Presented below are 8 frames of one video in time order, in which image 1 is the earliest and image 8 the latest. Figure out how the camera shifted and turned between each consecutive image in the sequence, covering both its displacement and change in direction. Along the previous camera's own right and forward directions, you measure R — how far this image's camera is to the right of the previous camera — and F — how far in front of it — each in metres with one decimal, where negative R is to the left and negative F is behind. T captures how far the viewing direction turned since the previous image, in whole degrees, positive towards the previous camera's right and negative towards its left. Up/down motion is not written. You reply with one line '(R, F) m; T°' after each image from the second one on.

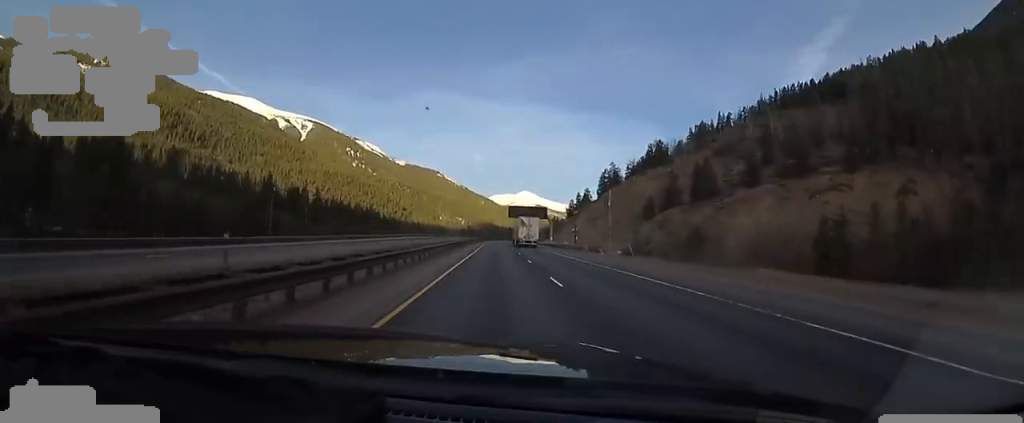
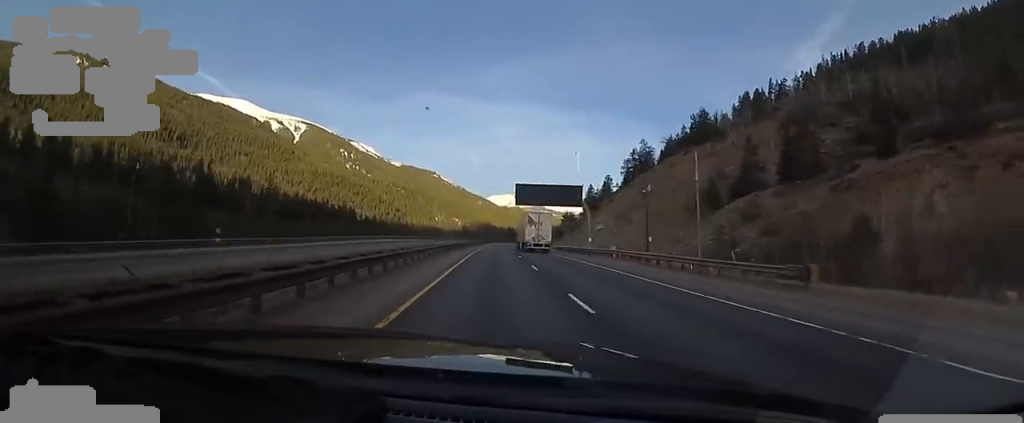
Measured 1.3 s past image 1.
(+0.4, +41.2) m; 0°
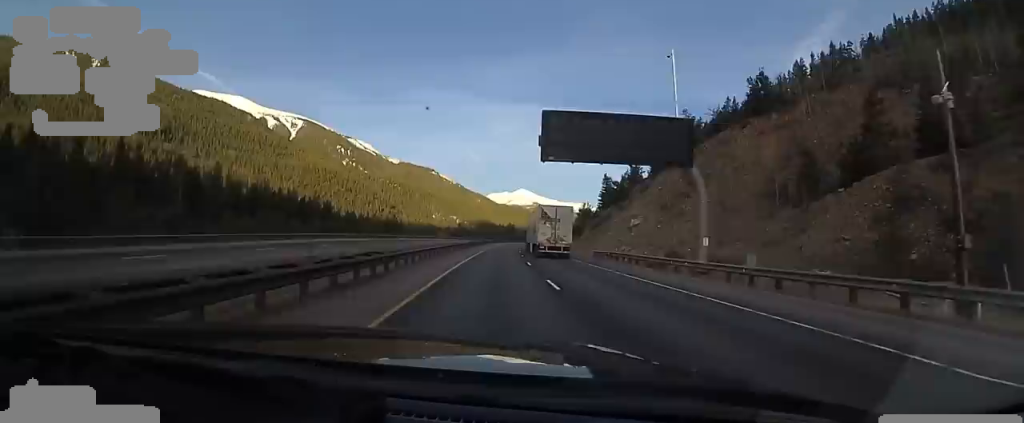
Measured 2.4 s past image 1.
(-0.4, +32.0) m; 0°
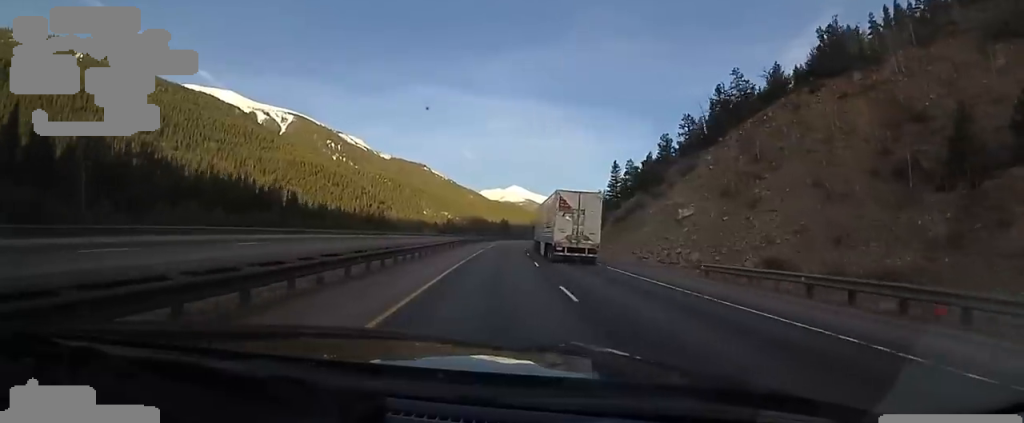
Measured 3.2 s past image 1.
(+0.3, +27.0) m; 0°
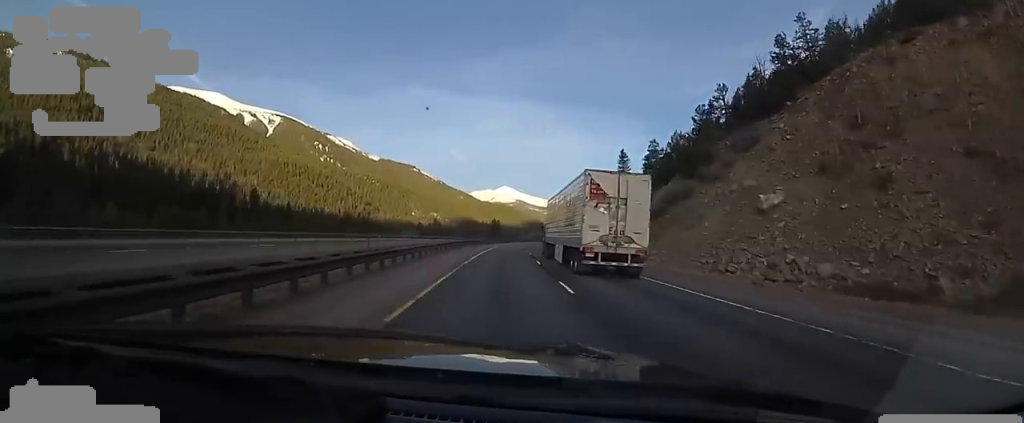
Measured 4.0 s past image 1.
(-0.2, +22.8) m; +2°
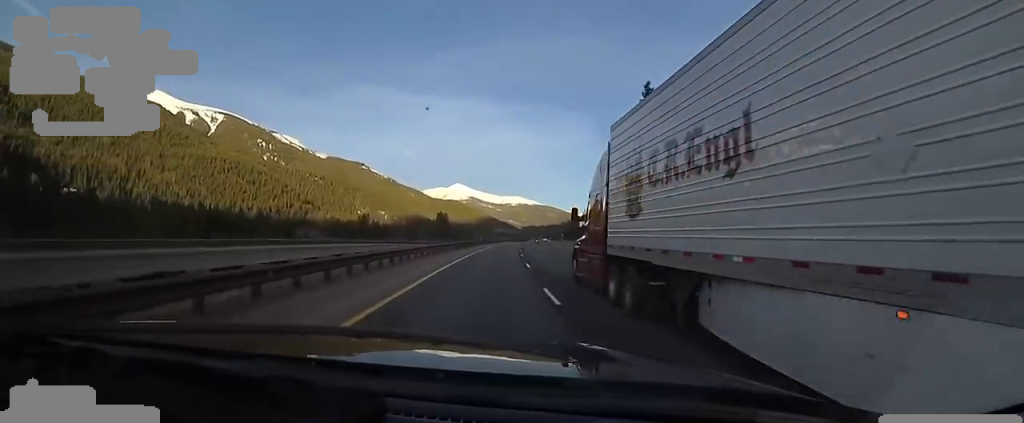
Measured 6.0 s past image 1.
(+3.4, +63.1) m; +6°
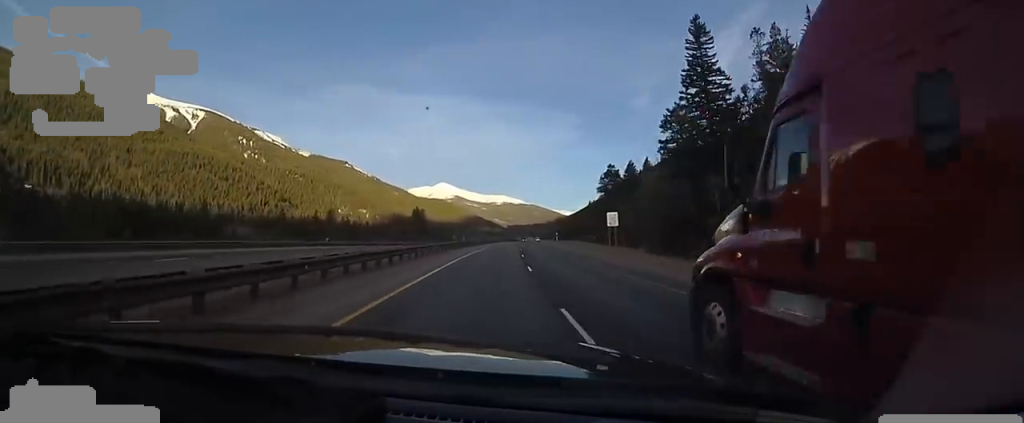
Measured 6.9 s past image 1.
(+0.8, +28.0) m; +3°
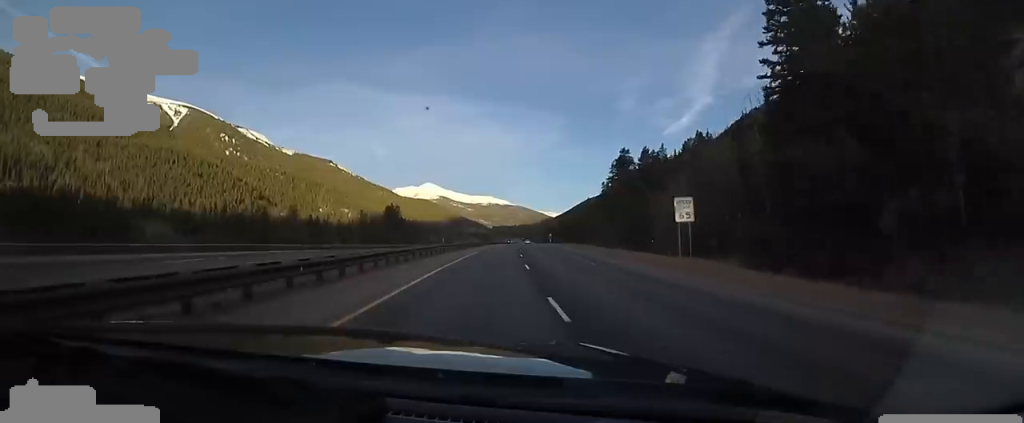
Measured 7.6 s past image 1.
(+0.5, +22.8) m; +1°
